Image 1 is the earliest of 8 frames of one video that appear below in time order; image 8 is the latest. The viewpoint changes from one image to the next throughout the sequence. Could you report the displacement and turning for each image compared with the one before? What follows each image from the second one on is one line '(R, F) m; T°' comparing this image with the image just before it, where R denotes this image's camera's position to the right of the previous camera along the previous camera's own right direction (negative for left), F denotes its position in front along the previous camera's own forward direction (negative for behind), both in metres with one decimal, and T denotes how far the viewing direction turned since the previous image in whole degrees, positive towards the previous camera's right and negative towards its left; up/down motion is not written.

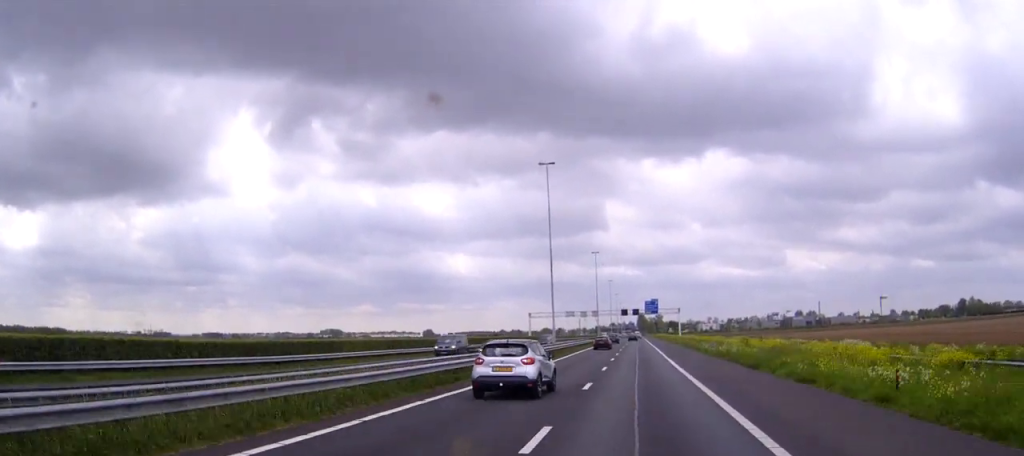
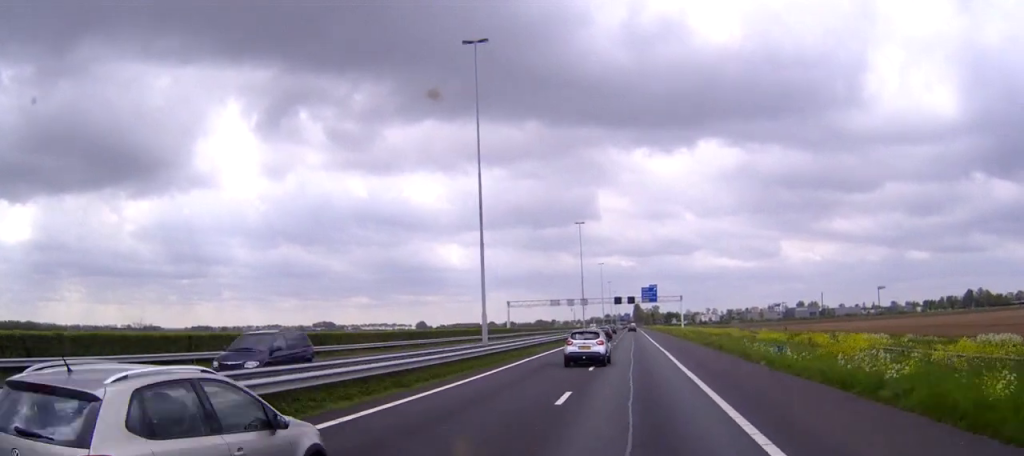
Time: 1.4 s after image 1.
(+0.1, +30.1) m; 0°
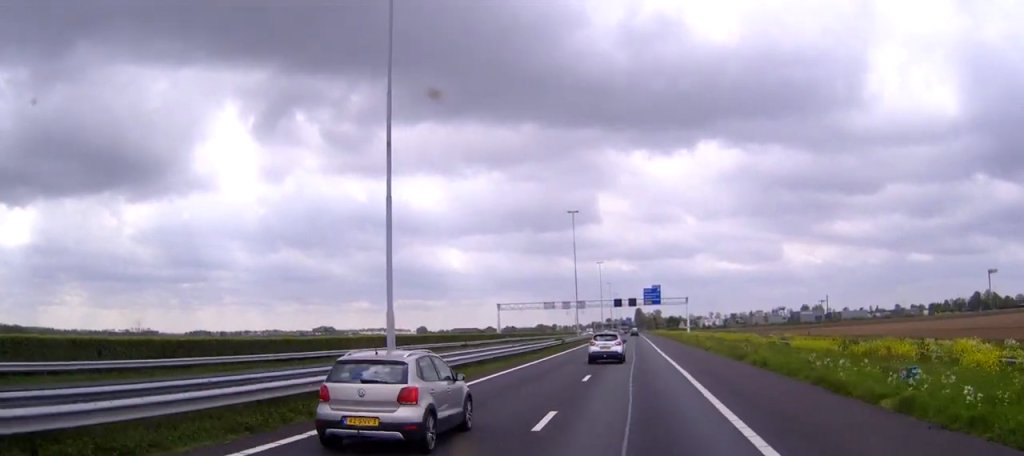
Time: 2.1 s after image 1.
(0.0, +15.4) m; 0°
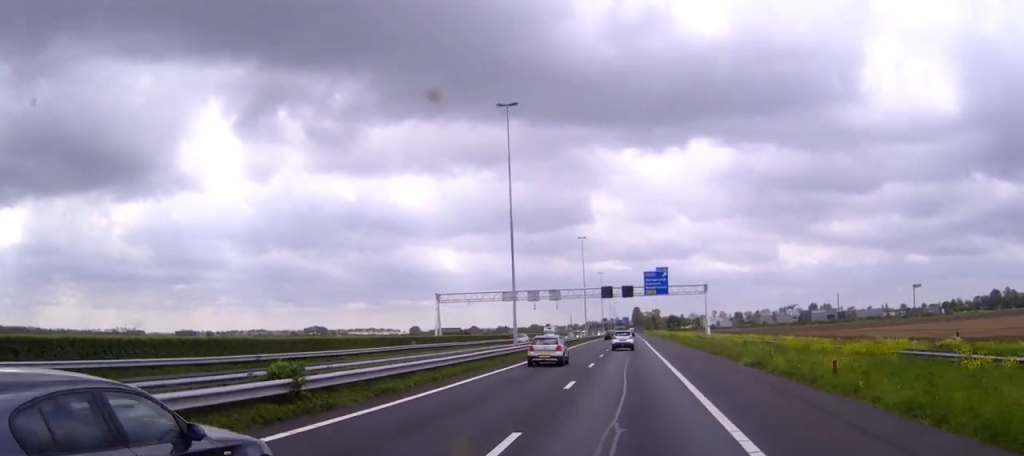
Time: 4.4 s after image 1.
(0.0, +51.4) m; 0°
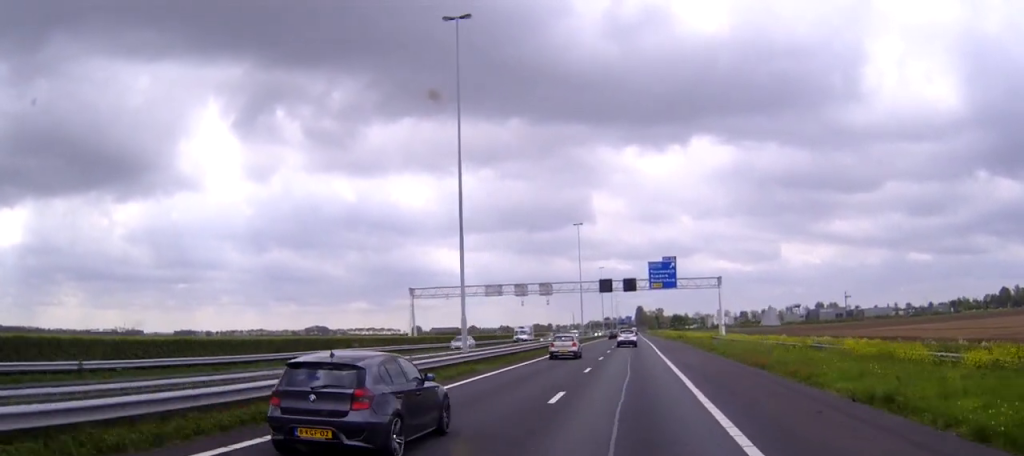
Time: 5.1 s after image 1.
(0.0, +16.2) m; 0°
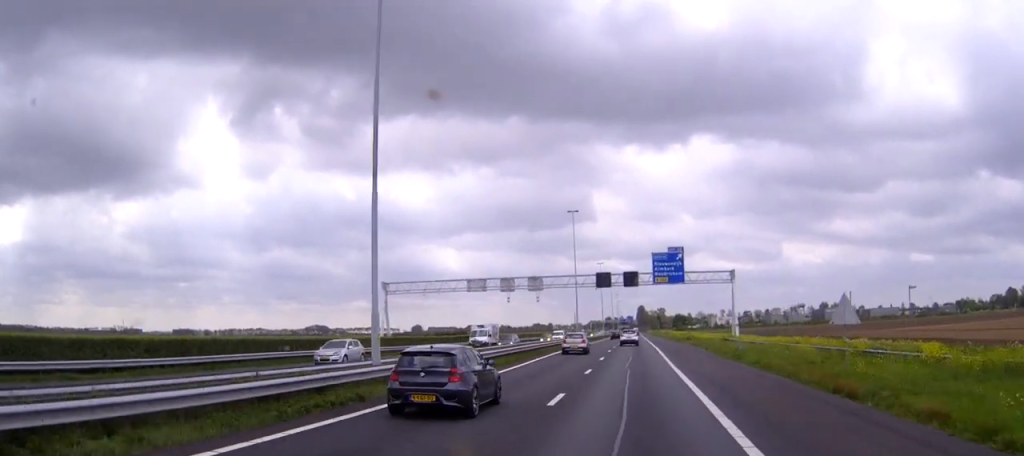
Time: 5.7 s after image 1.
(0.0, +12.5) m; 0°
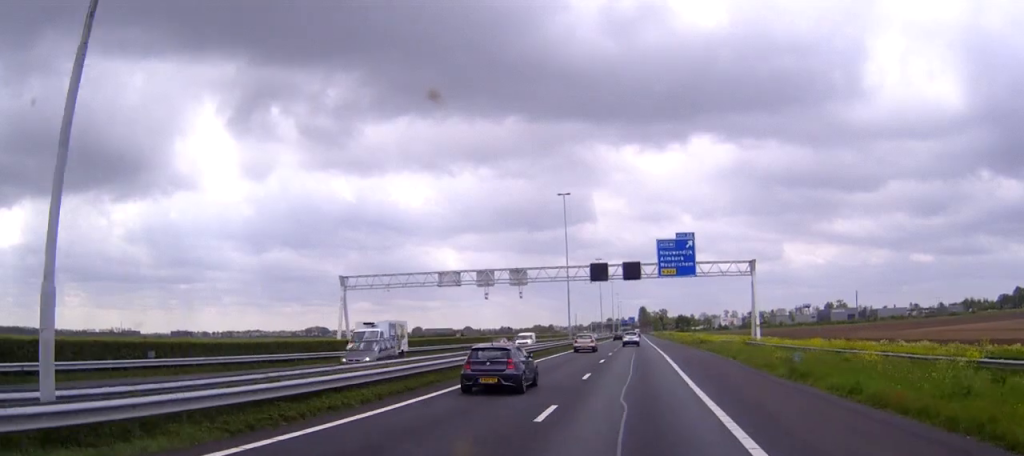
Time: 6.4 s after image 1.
(0.0, +14.7) m; 0°
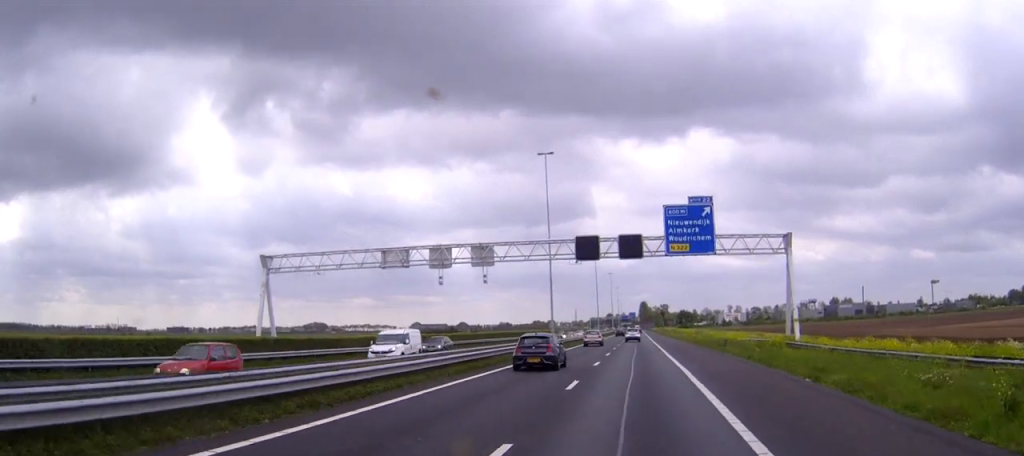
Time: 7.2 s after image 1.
(0.0, +18.4) m; 0°
